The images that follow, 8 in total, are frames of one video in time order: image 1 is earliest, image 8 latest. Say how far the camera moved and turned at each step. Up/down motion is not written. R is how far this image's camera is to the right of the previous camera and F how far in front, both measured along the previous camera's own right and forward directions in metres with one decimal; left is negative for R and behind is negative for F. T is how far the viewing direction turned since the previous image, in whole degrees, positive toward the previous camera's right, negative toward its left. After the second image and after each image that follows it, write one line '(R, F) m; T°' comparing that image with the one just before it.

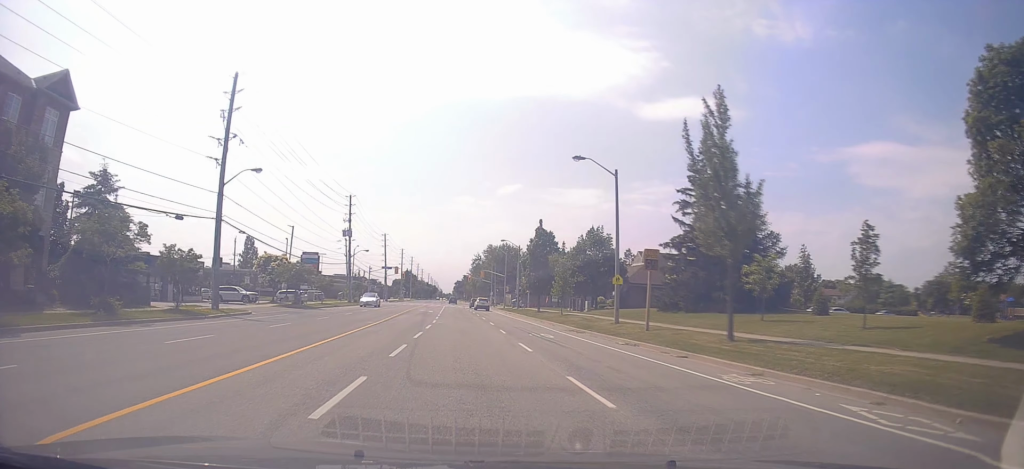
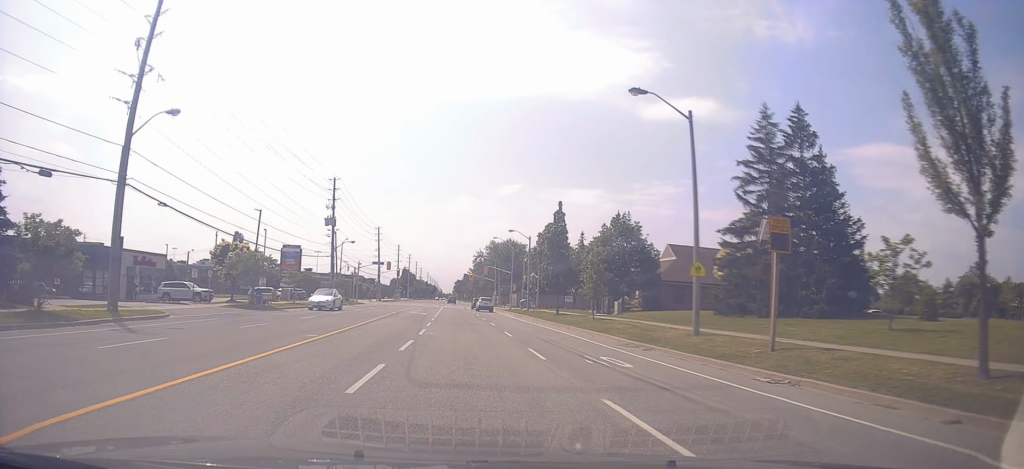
(-0.3, +10.8) m; -2°
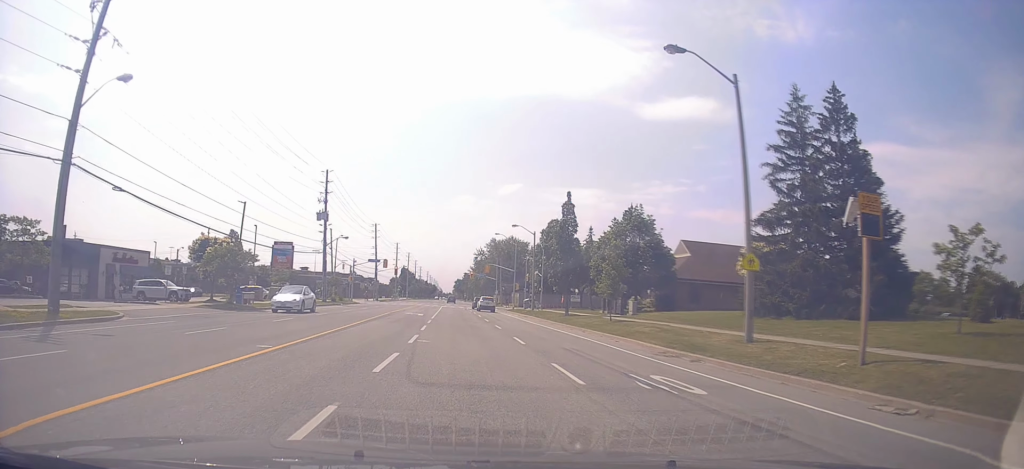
(-0.1, +4.3) m; 0°
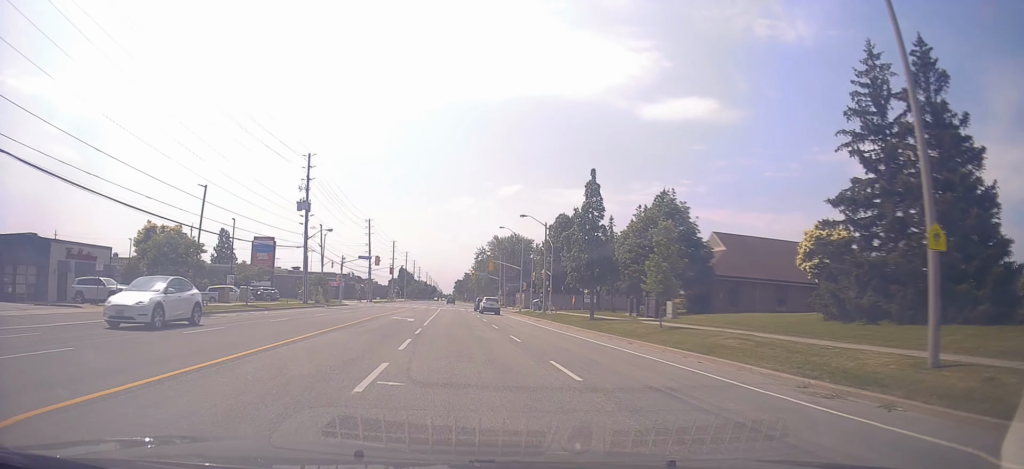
(+0.3, +8.1) m; 0°
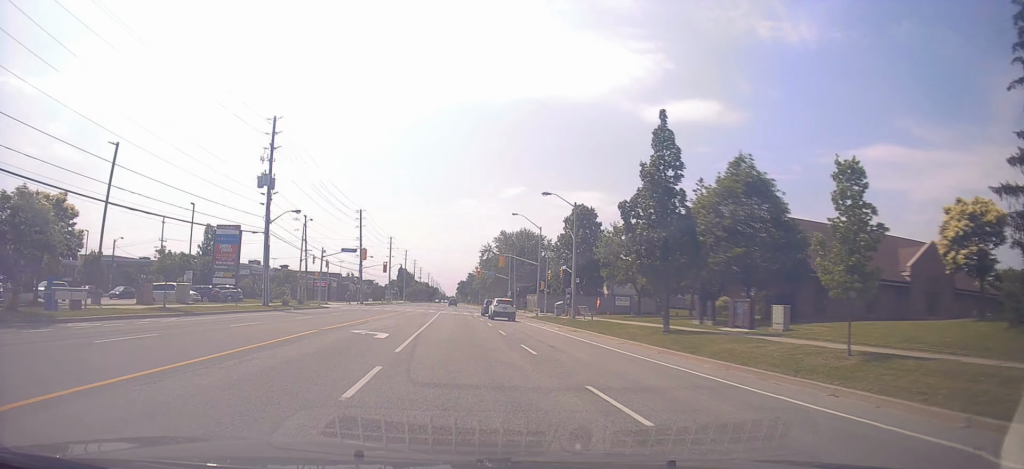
(-0.1, +12.8) m; +1°
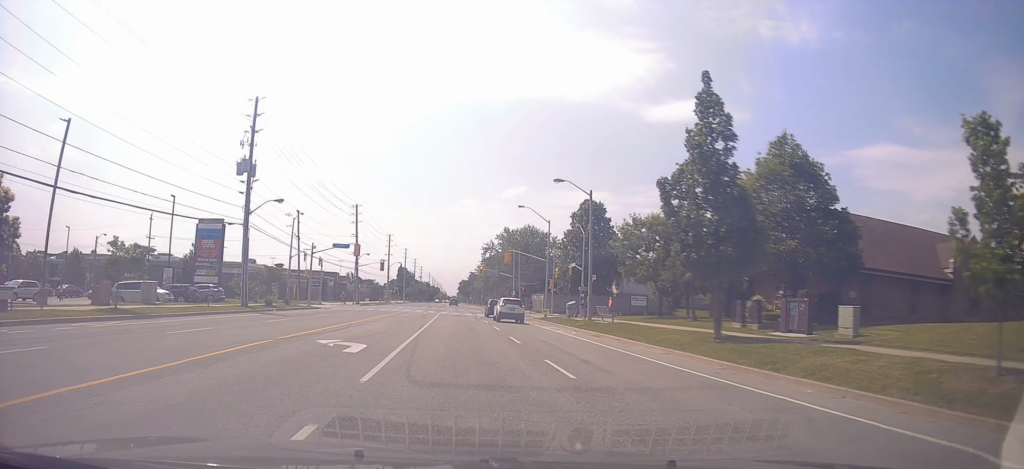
(+0.3, +5.0) m; -1°
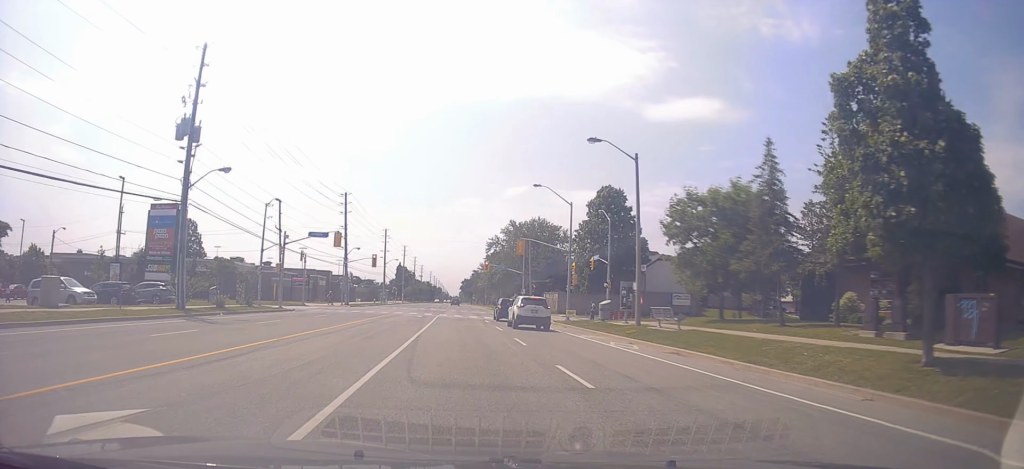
(-0.6, +10.2) m; -2°
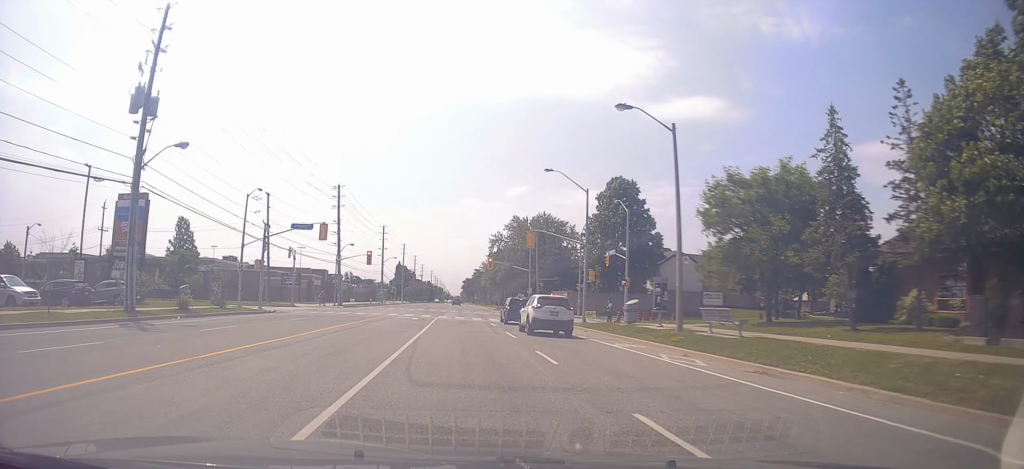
(+0.2, +5.6) m; +1°
